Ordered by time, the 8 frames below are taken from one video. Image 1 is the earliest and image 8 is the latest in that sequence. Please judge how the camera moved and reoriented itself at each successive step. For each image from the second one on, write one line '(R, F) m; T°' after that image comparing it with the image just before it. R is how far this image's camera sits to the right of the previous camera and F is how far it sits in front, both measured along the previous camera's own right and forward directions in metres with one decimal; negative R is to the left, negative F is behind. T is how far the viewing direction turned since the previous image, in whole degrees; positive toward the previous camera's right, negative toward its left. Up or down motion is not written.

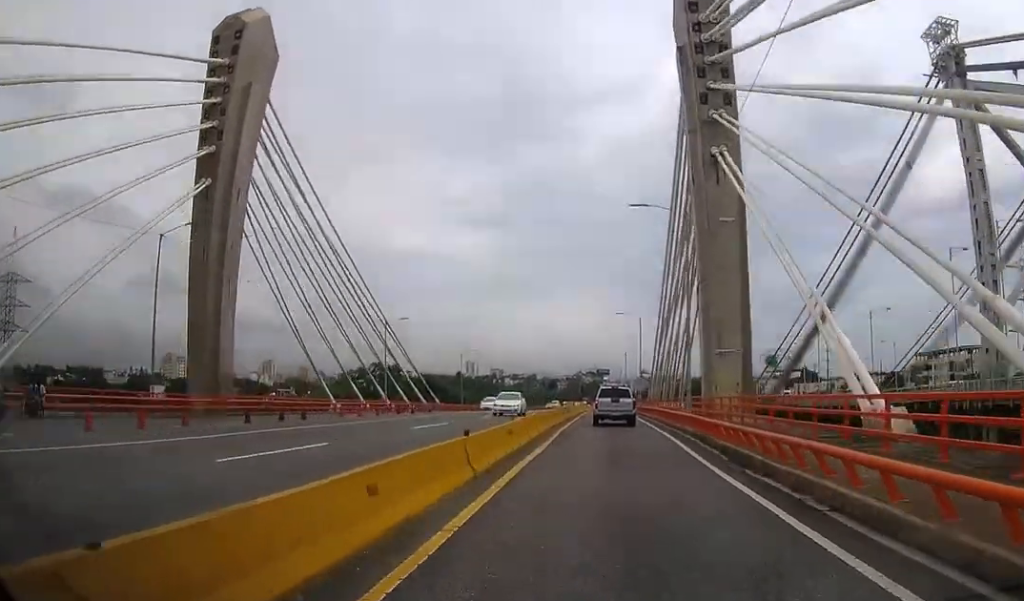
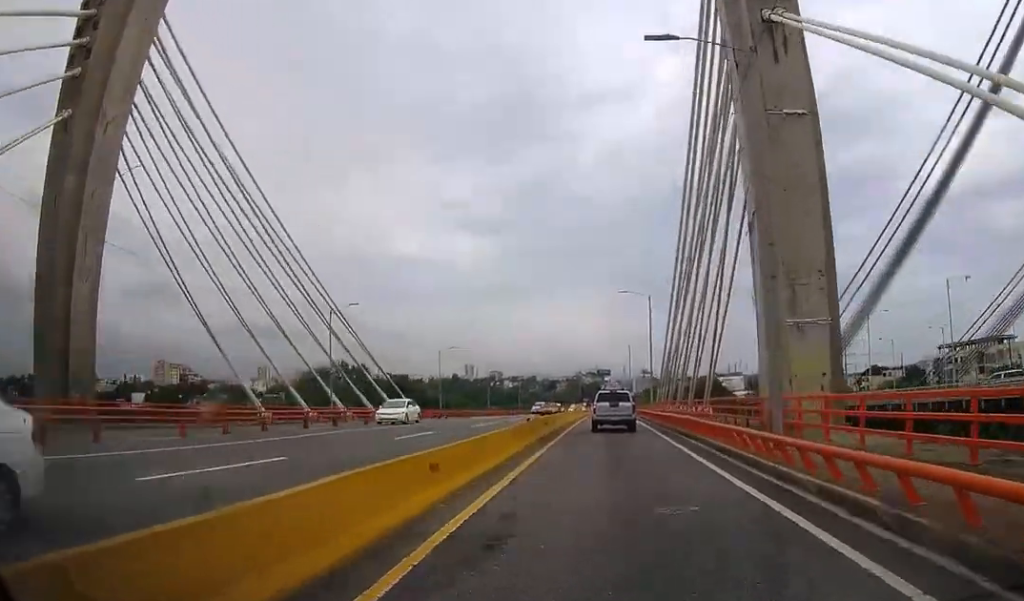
(0.0, +15.7) m; 0°
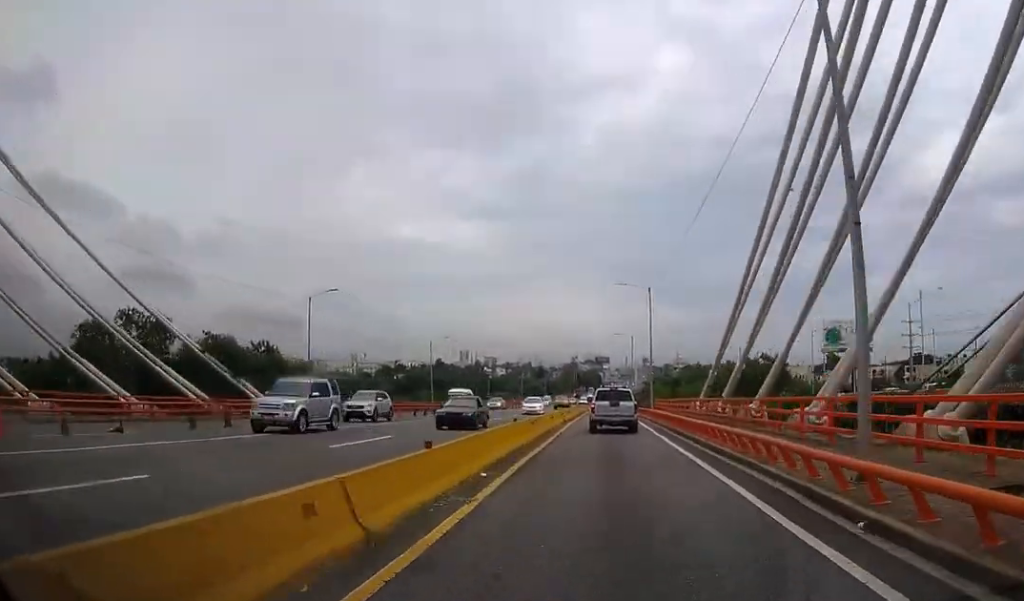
(0.0, +44.3) m; 0°
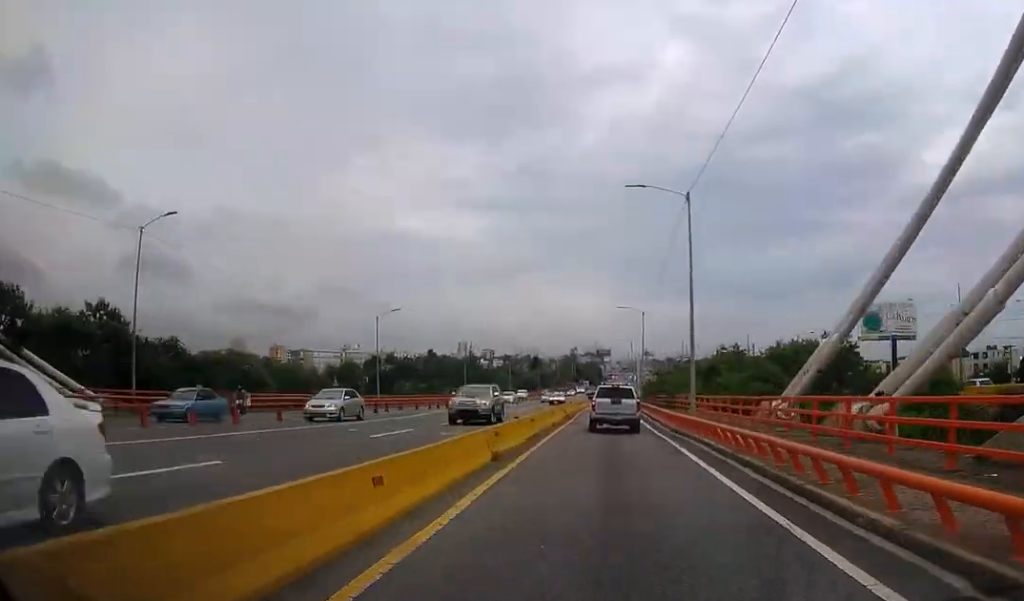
(0.0, +22.6) m; 0°
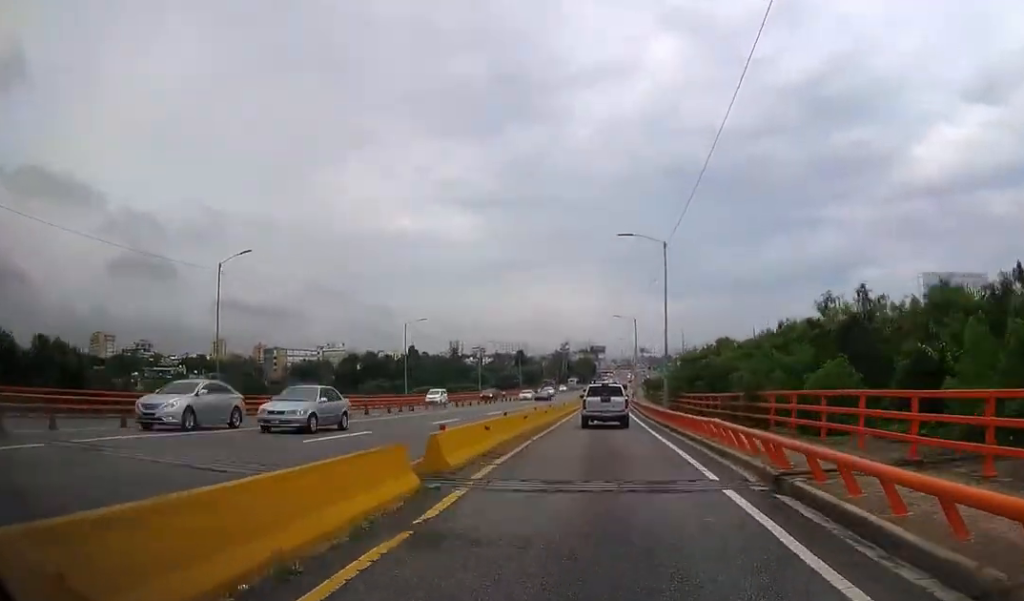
(0.0, +32.4) m; 0°
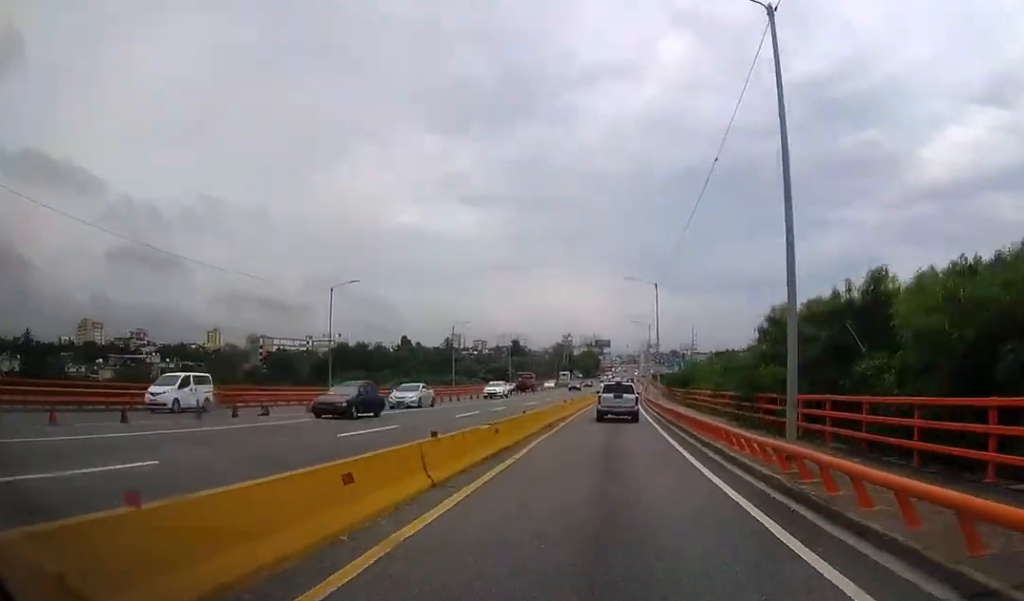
(+0.1, +25.5) m; 0°
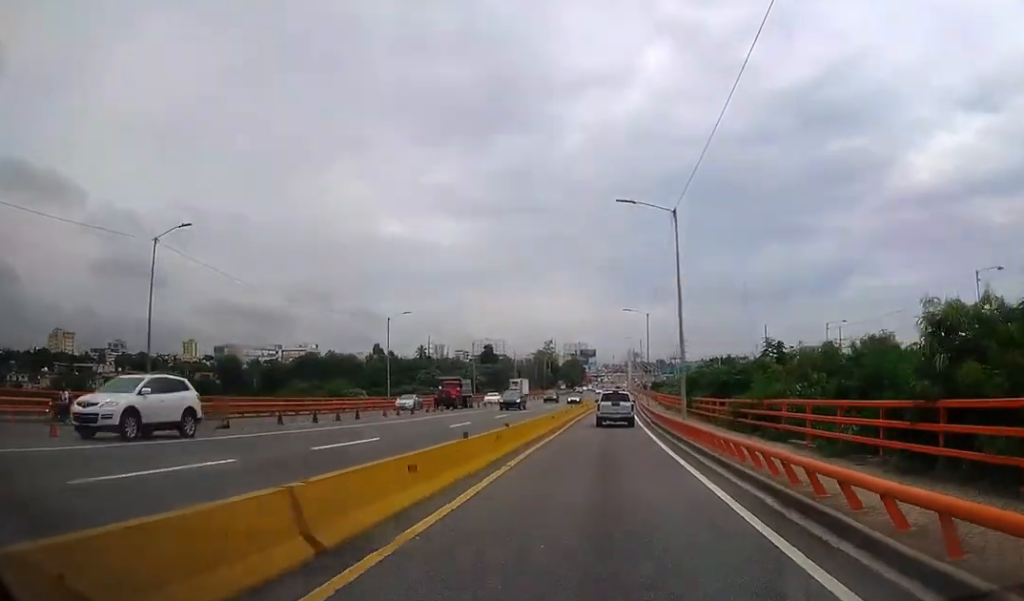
(0.0, +23.8) m; +1°
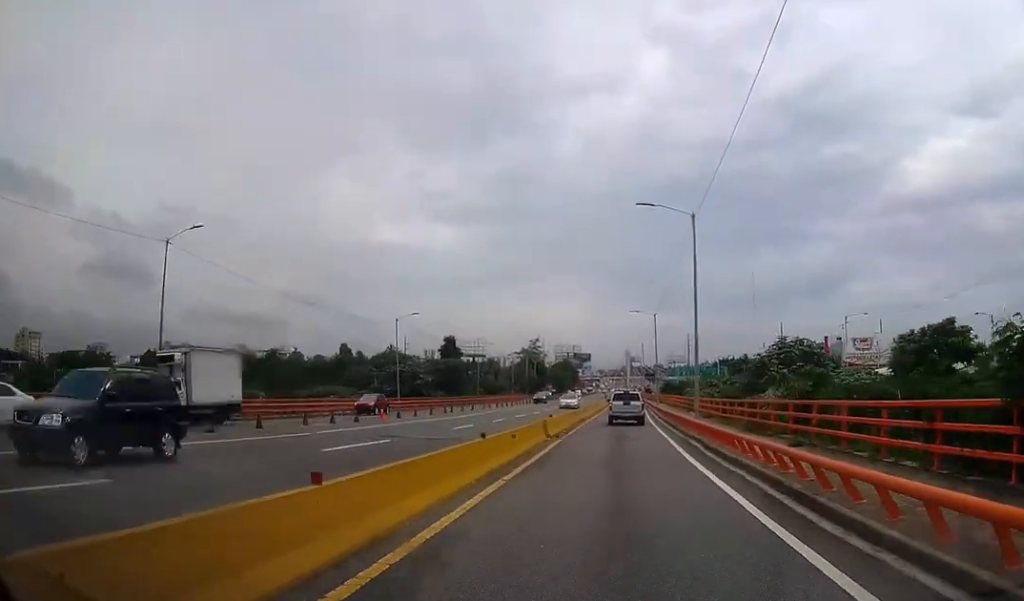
(+0.4, +39.5) m; +1°
